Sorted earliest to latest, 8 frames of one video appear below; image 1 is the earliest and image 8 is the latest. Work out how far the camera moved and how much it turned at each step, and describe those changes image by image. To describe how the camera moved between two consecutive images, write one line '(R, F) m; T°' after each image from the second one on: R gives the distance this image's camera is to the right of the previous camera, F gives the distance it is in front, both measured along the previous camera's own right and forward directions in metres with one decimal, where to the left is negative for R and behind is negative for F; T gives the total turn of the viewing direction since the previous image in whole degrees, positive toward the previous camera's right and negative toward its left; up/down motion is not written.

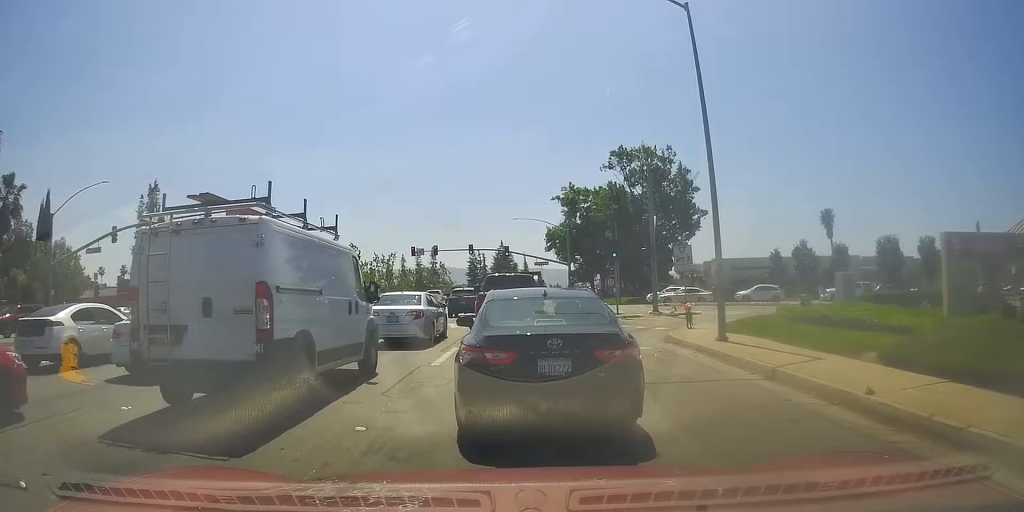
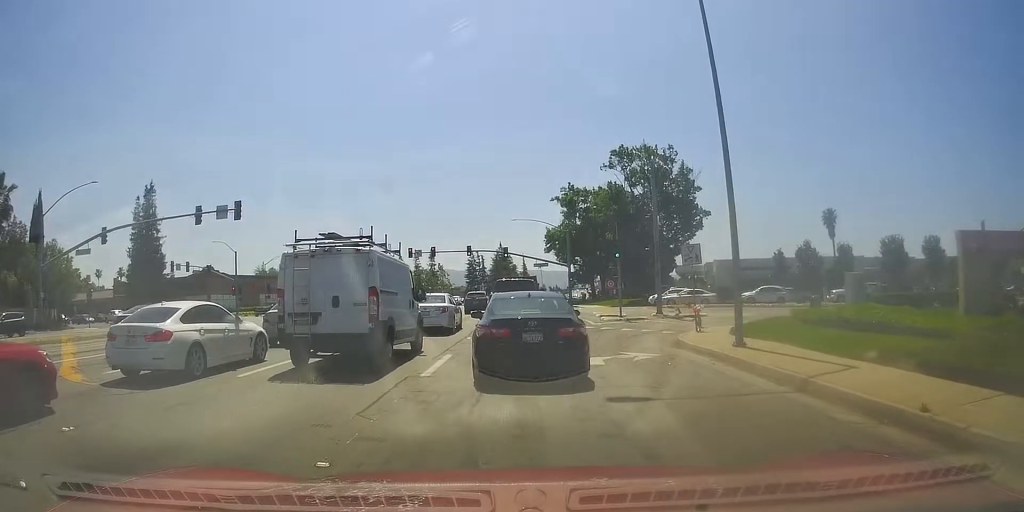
(0.0, +0.2) m; 0°
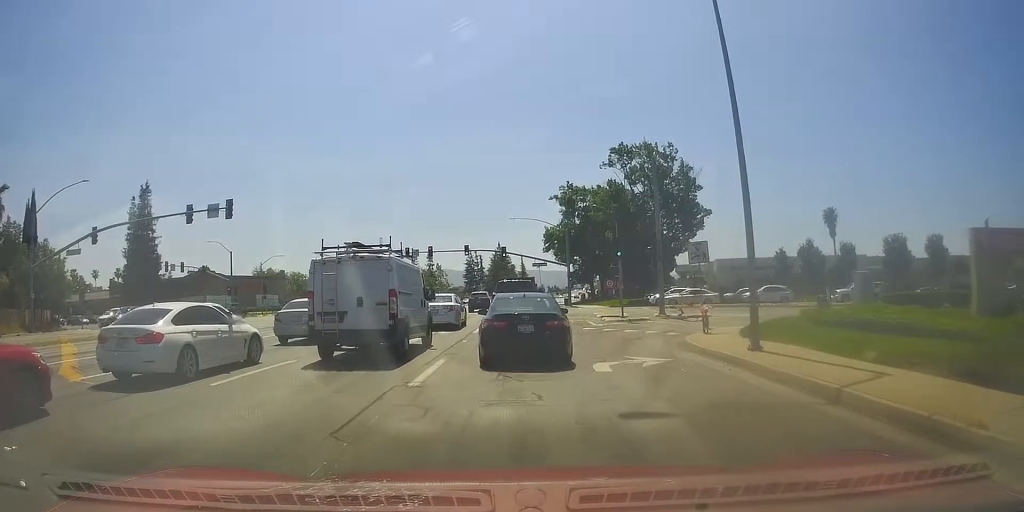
(0.0, 0.0) m; 0°
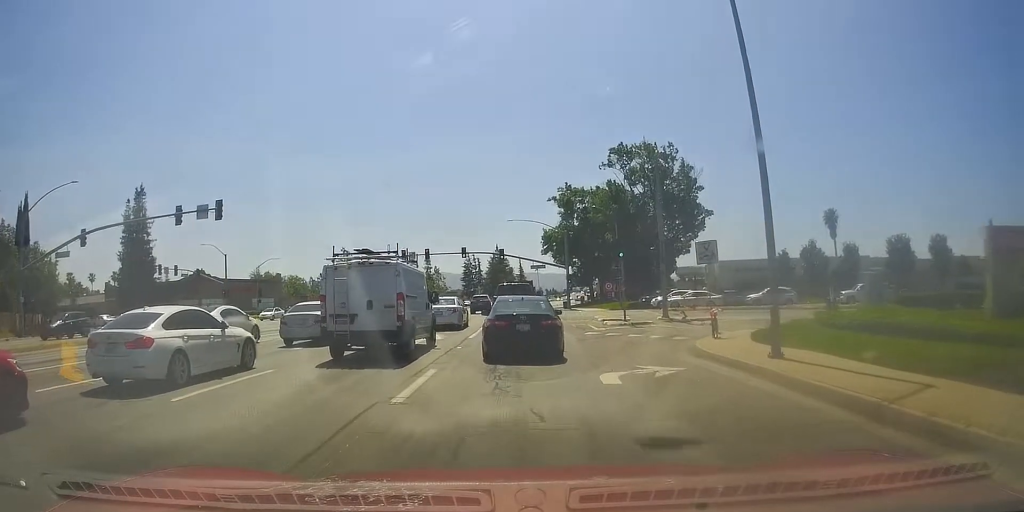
(0.0, 0.0) m; 0°
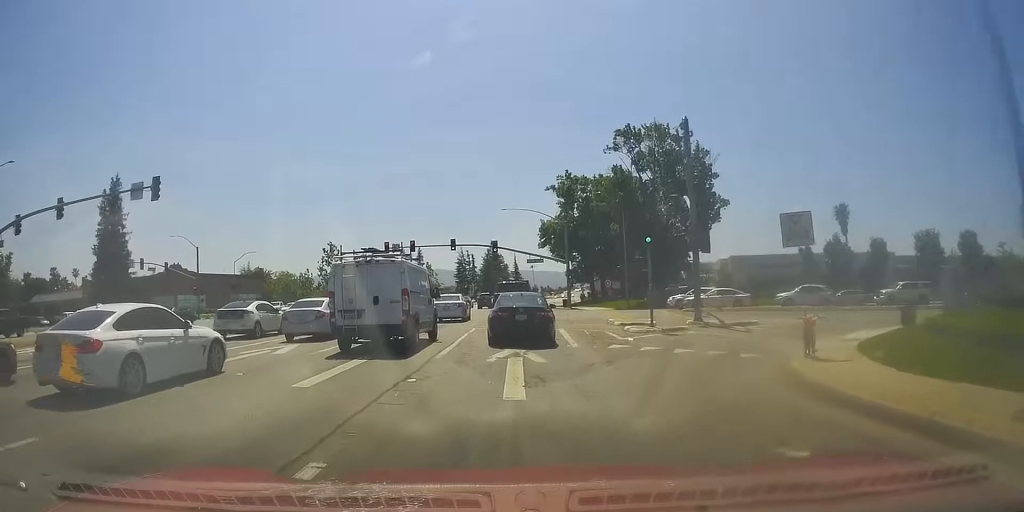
(+0.1, +0.7) m; 0°
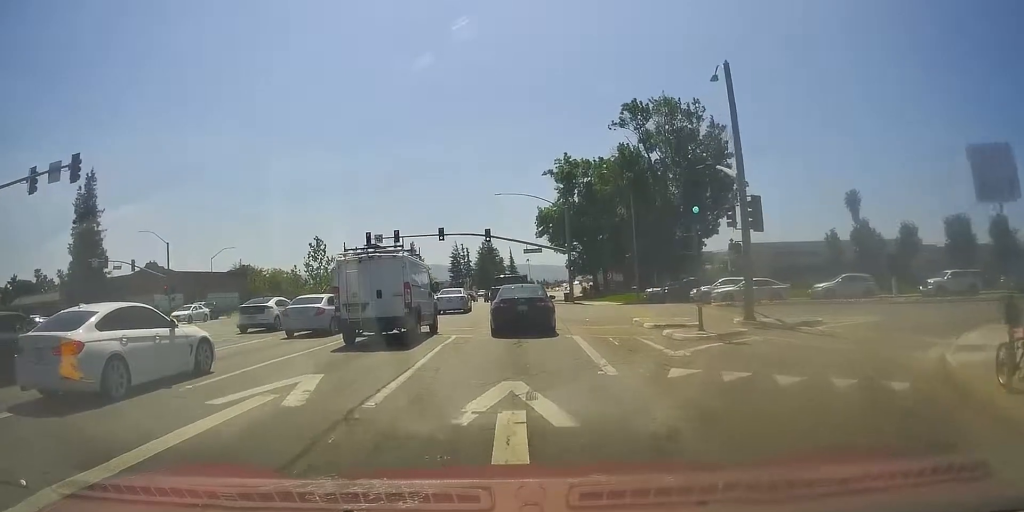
(0.0, +2.1) m; -2°
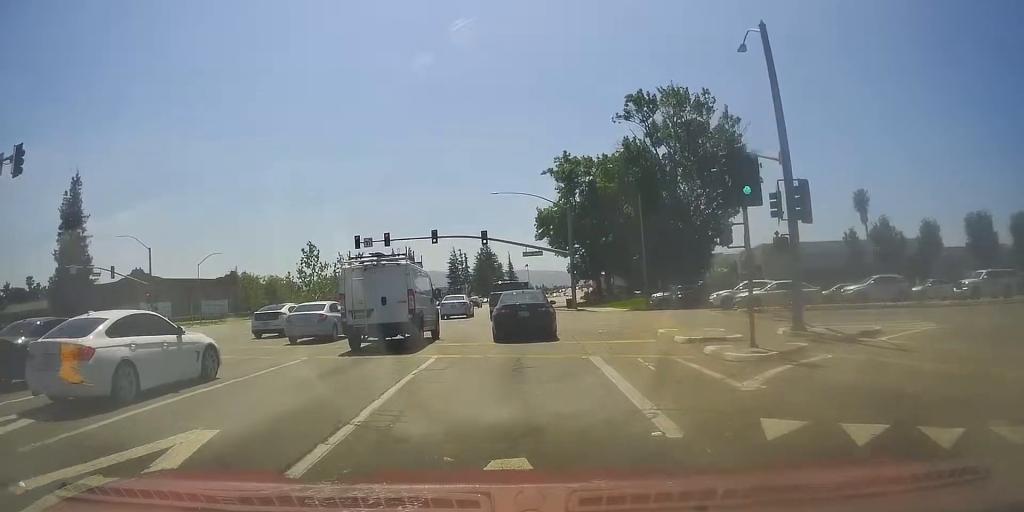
(0.0, +1.9) m; -2°
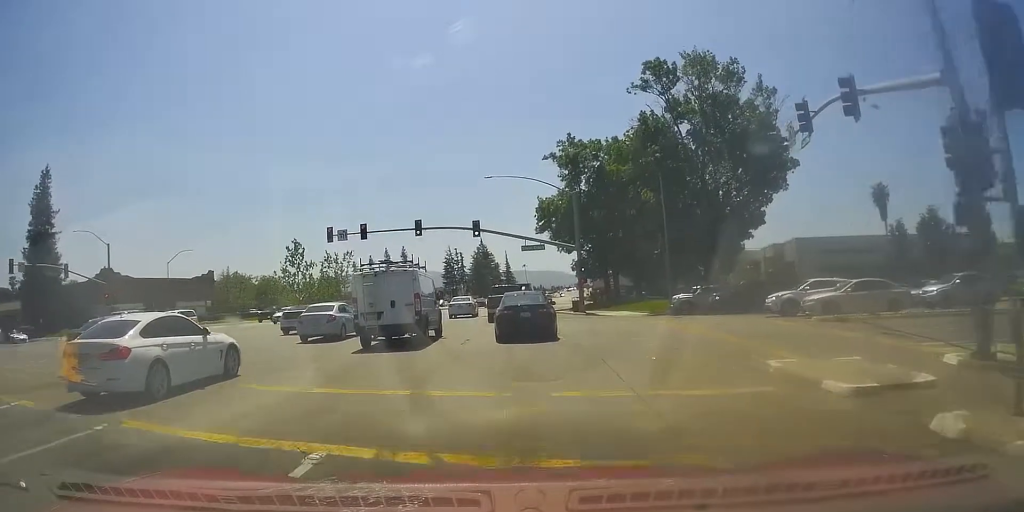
(-0.1, +5.6) m; -2°
